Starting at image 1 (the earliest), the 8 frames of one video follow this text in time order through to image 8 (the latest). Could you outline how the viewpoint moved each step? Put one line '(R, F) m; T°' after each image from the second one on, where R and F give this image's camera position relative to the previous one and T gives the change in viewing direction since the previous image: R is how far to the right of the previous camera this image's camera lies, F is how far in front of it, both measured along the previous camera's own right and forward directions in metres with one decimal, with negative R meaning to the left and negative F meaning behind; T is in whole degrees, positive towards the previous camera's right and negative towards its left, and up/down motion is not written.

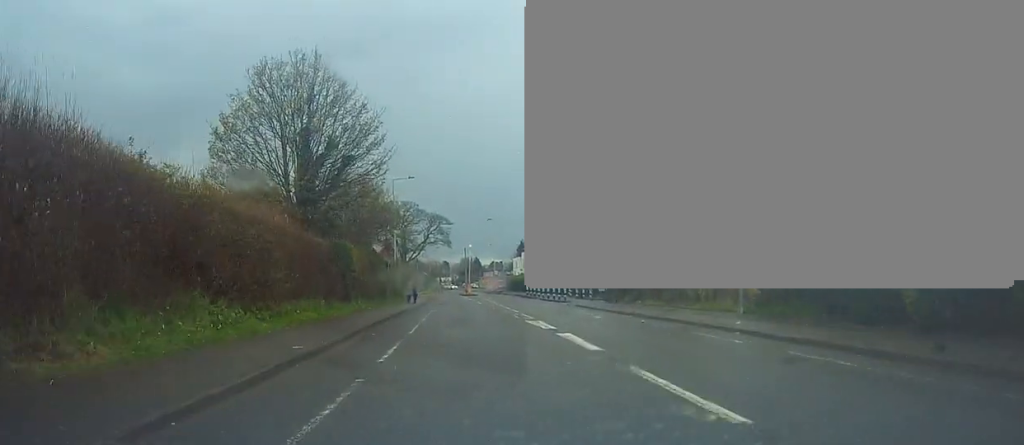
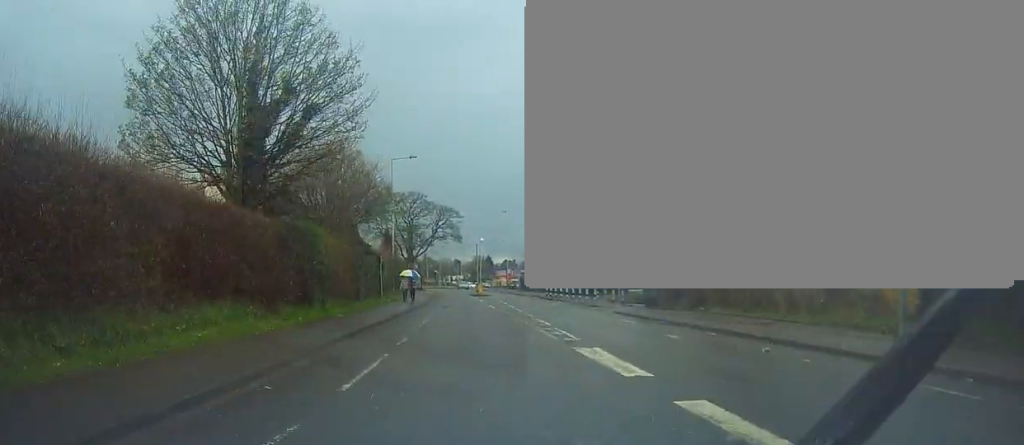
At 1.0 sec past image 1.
(+0.1, +8.9) m; 0°
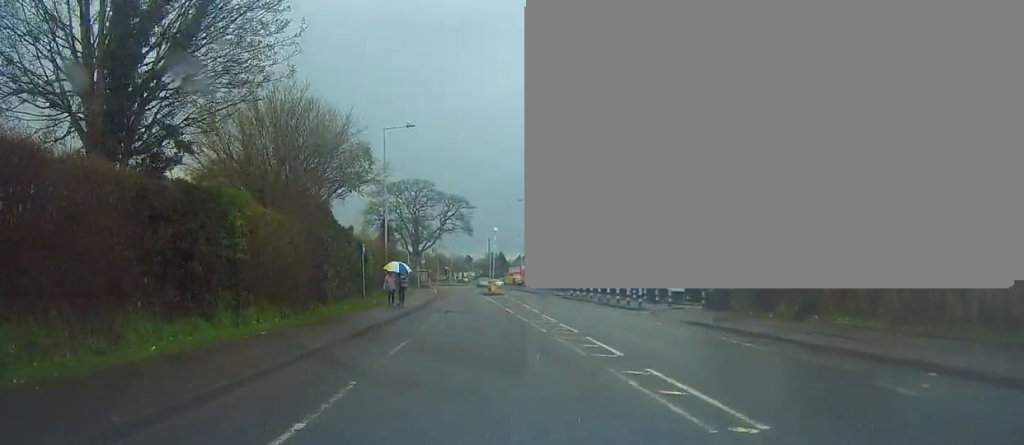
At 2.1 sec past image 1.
(-0.1, +9.4) m; 0°
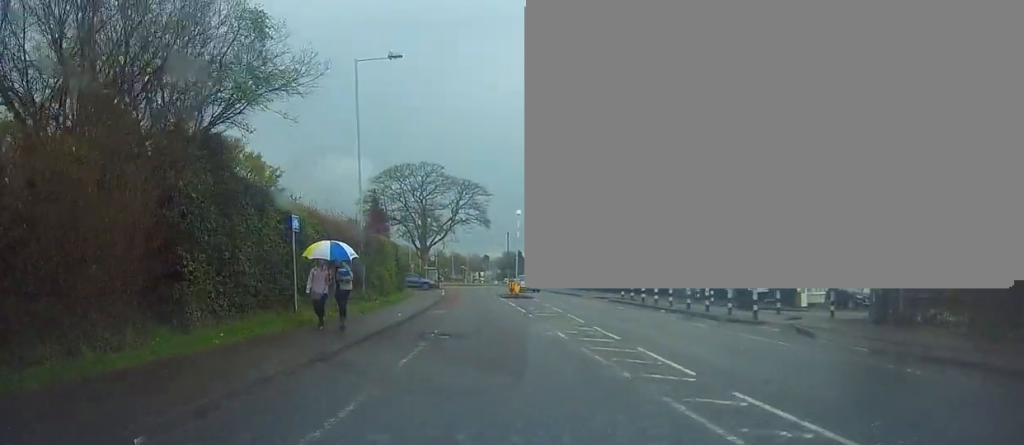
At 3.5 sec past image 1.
(0.0, +12.9) m; -2°
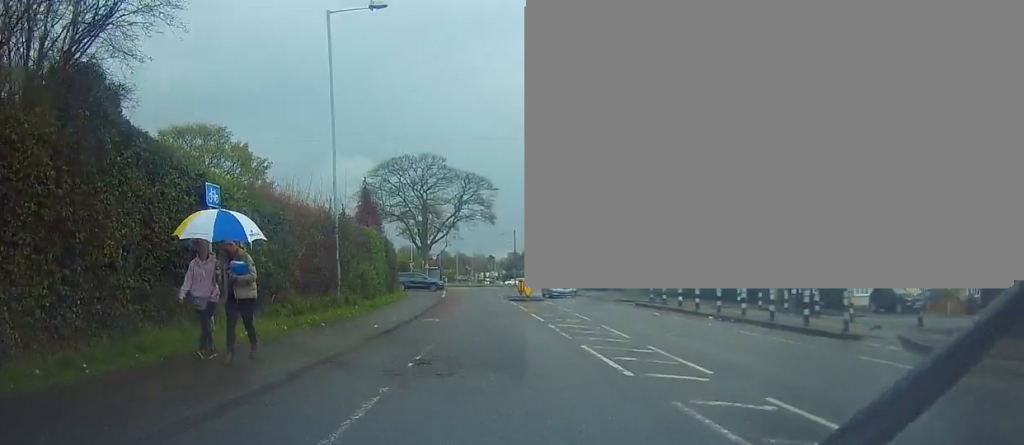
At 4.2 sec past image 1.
(-0.1, +5.6) m; 0°
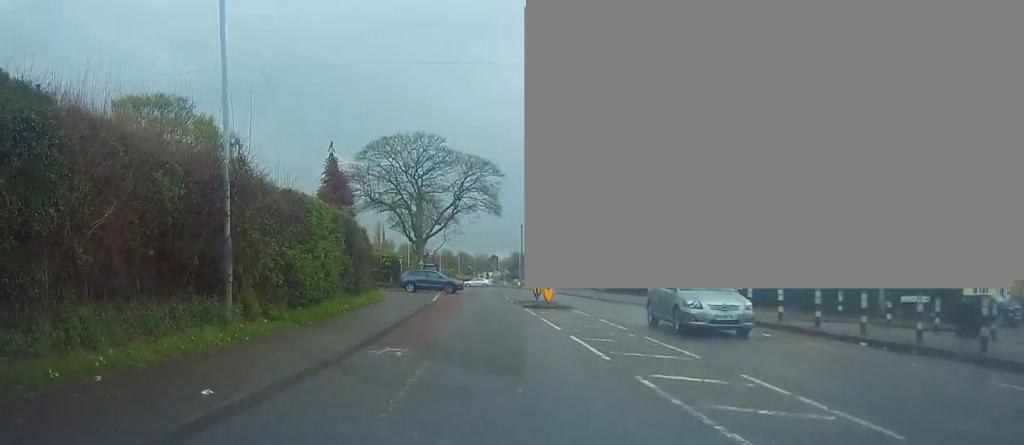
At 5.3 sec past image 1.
(0.0, +9.8) m; +1°
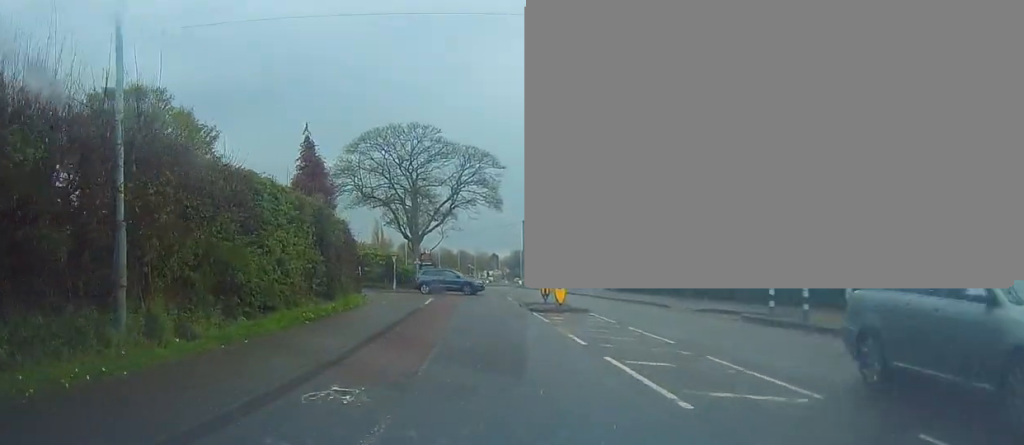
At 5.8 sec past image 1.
(+0.2, +4.0) m; 0°
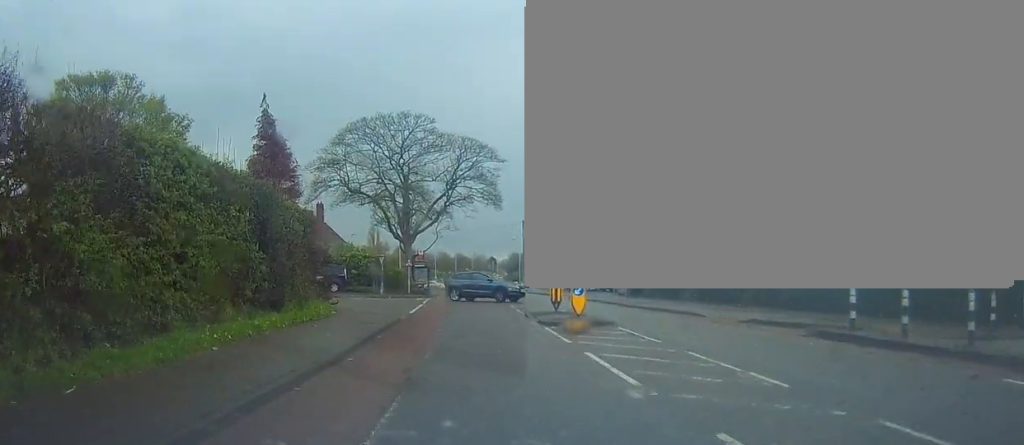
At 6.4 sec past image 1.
(-0.2, +4.8) m; -2°
